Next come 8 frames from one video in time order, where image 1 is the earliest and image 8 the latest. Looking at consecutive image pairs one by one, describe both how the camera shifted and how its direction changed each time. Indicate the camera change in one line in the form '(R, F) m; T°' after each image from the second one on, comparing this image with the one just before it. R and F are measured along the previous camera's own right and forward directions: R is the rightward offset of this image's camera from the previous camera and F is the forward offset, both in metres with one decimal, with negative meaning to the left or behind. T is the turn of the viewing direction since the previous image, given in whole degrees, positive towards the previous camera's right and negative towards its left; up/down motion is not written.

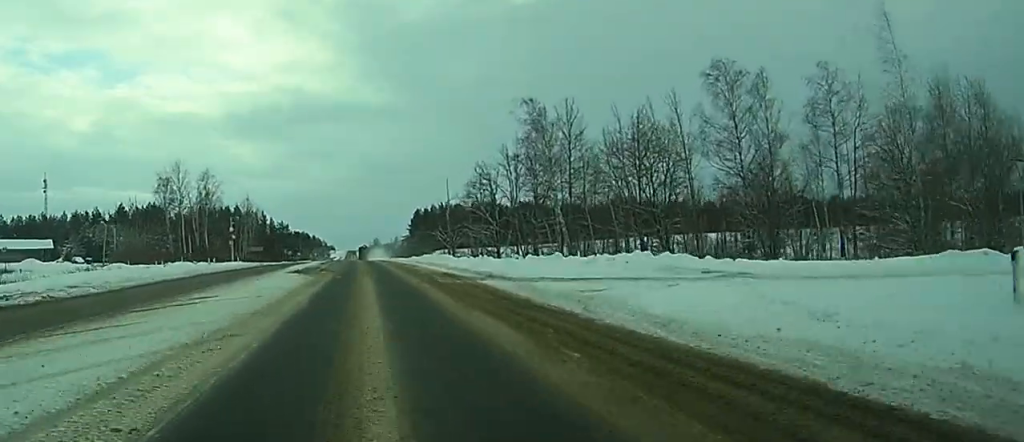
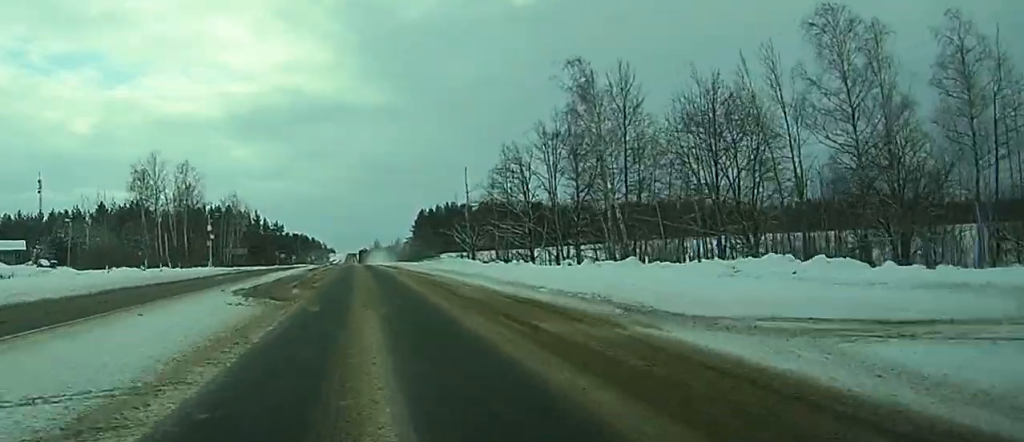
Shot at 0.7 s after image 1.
(0.0, +18.9) m; 0°
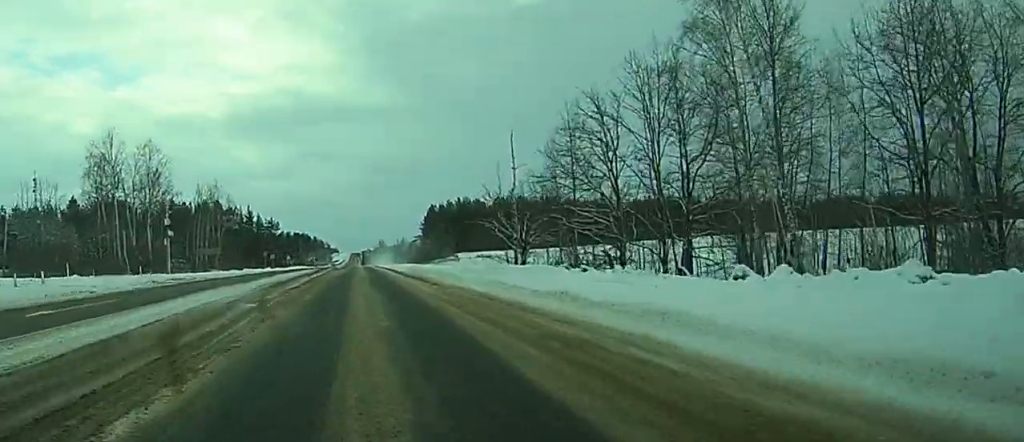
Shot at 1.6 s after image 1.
(0.0, +26.3) m; 0°
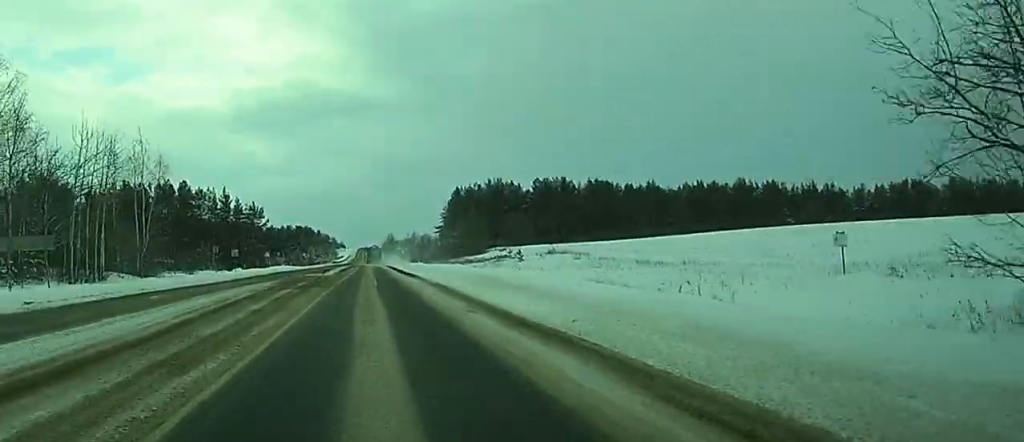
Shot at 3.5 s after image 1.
(0.0, +52.3) m; 0°
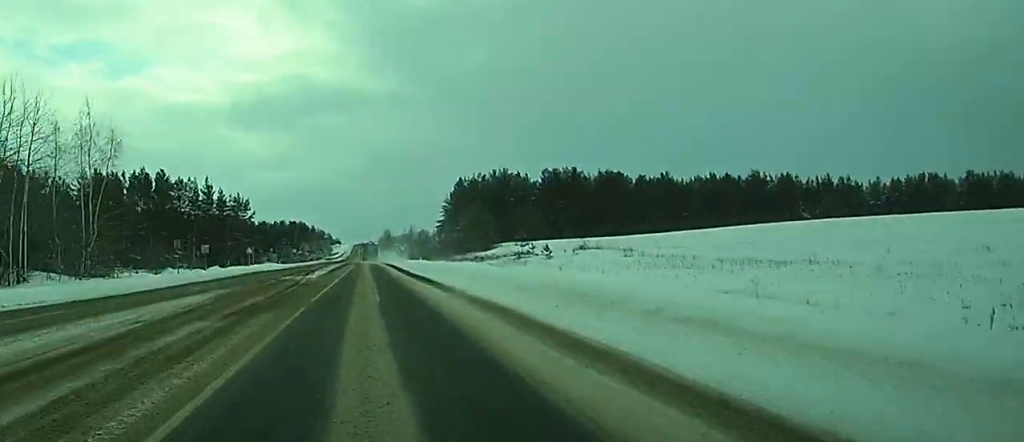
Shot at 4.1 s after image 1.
(0.0, +16.2) m; 0°
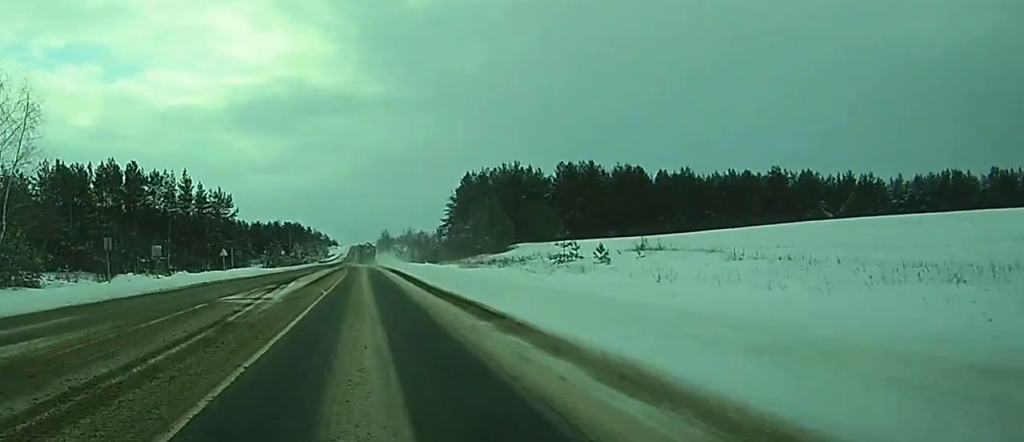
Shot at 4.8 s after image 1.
(0.0, +18.7) m; 0°
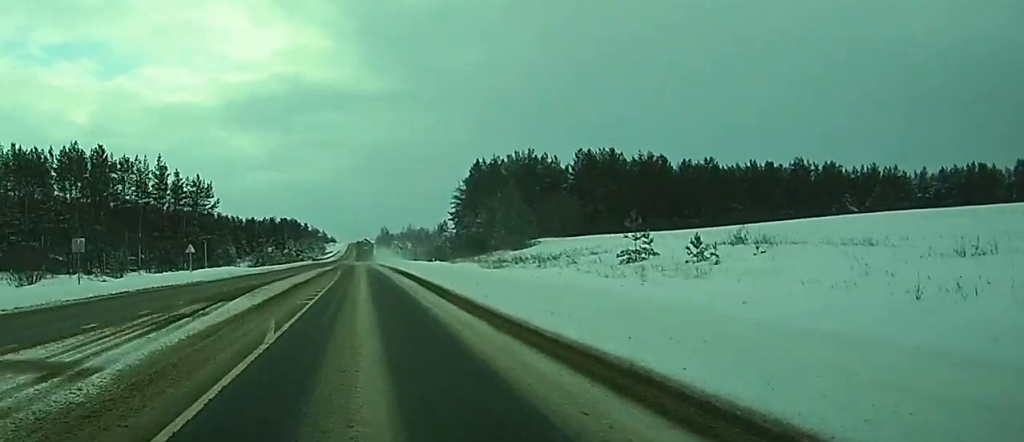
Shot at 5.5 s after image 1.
(0.0, +17.6) m; 0°
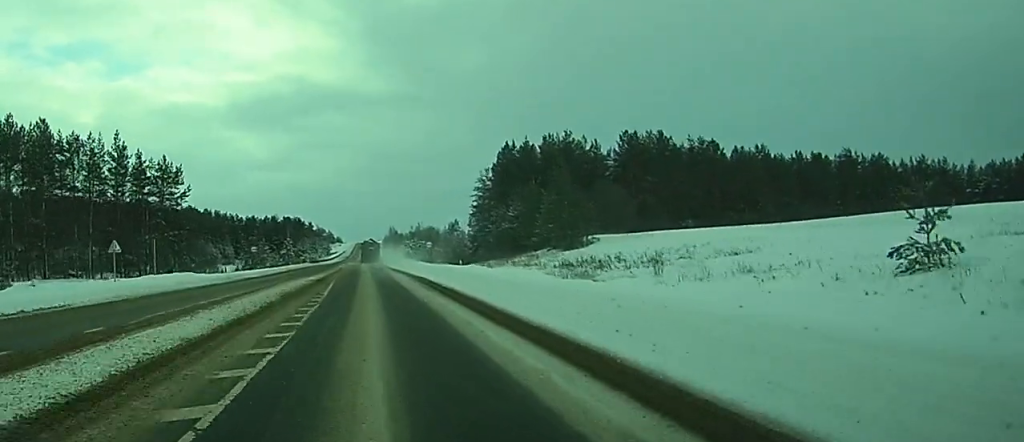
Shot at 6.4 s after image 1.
(0.0, +25.4) m; 0°
